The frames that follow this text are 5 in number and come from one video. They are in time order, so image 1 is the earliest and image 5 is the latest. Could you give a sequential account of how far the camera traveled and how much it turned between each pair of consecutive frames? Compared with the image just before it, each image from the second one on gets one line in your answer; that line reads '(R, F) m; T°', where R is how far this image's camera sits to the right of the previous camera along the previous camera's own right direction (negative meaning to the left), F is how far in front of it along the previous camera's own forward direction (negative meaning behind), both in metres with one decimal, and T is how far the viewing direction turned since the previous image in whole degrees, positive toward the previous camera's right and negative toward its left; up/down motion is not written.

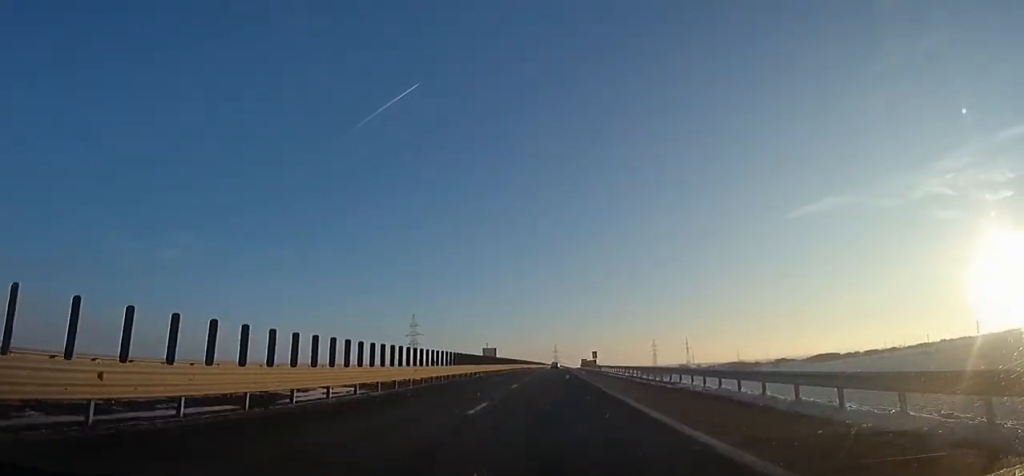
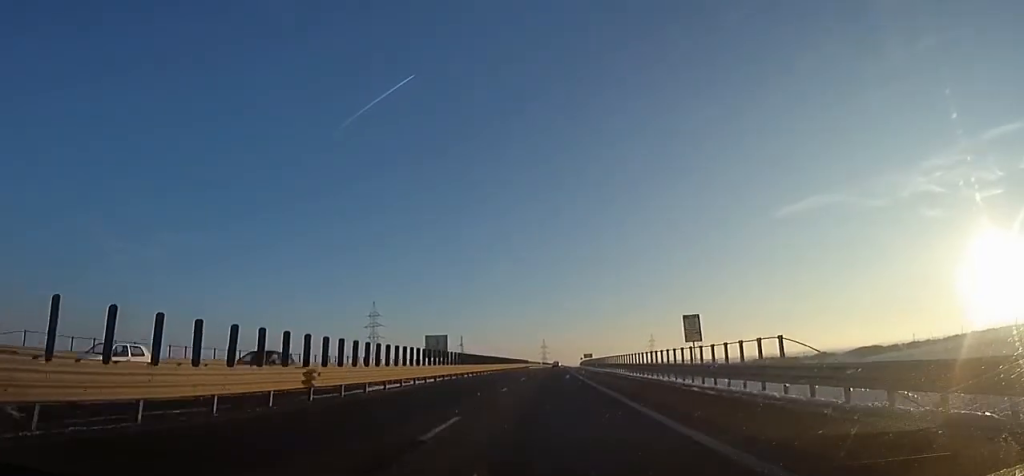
(+1.1, +63.5) m; +1°
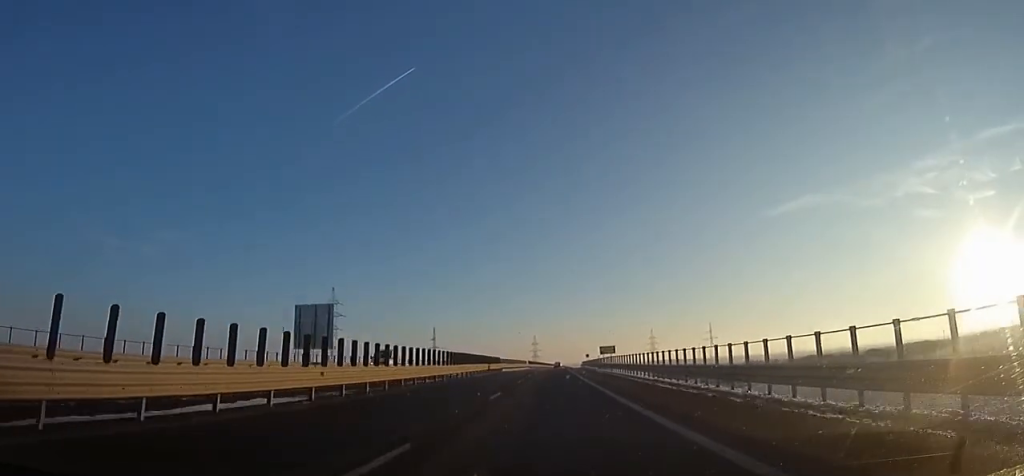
(+0.1, +51.1) m; +1°
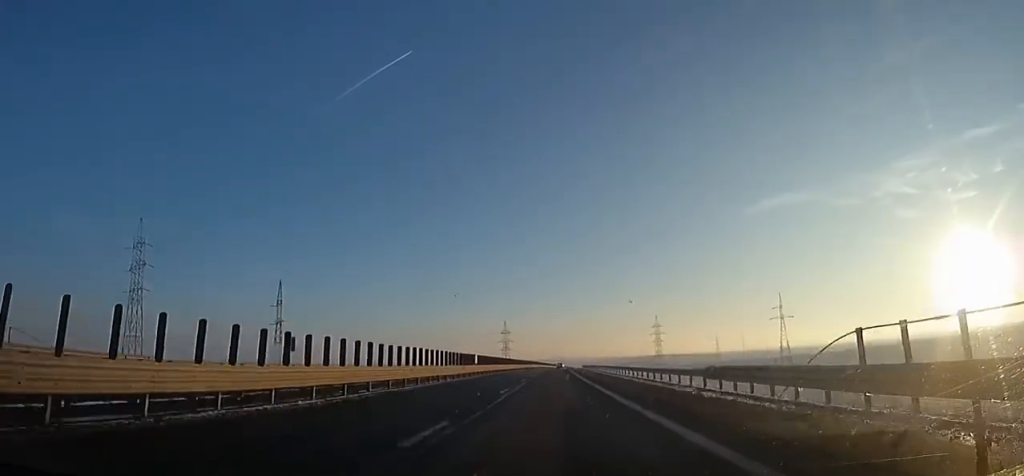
(+2.2, +129.4) m; +3°
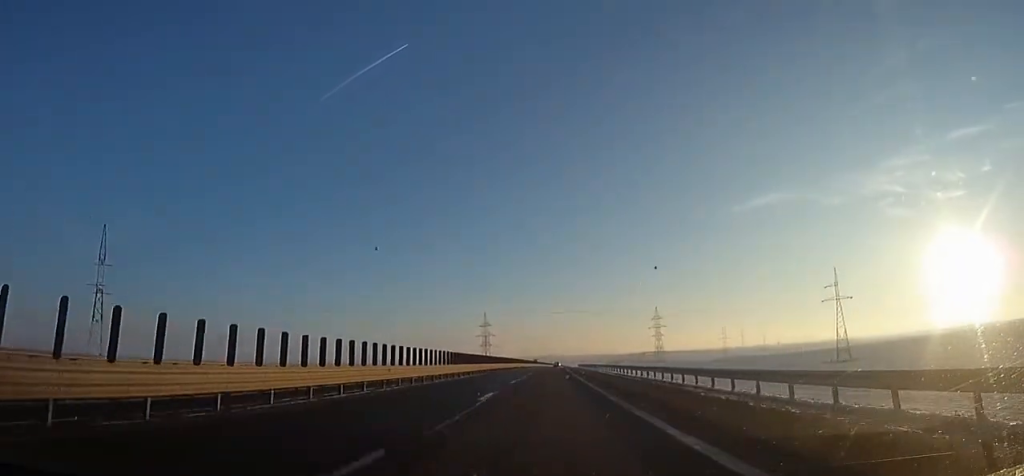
(+1.1, +51.8) m; +1°
